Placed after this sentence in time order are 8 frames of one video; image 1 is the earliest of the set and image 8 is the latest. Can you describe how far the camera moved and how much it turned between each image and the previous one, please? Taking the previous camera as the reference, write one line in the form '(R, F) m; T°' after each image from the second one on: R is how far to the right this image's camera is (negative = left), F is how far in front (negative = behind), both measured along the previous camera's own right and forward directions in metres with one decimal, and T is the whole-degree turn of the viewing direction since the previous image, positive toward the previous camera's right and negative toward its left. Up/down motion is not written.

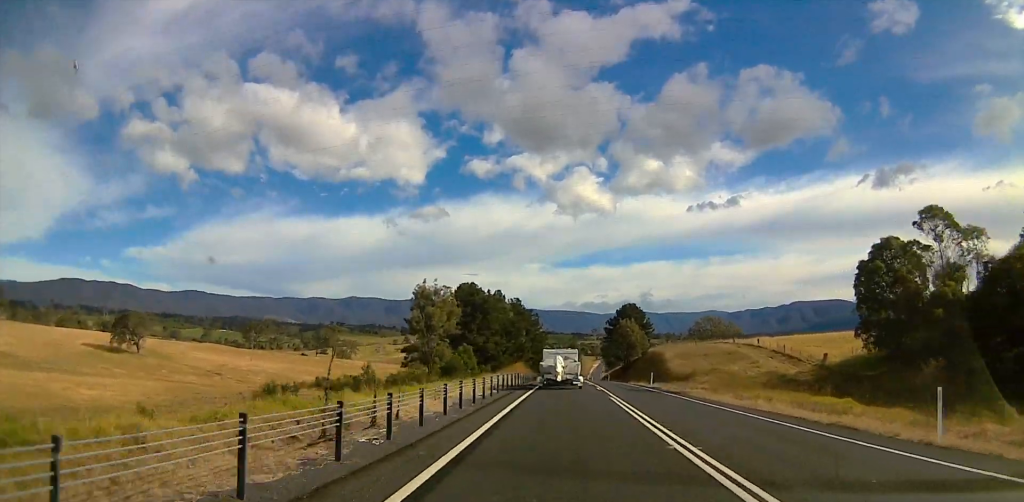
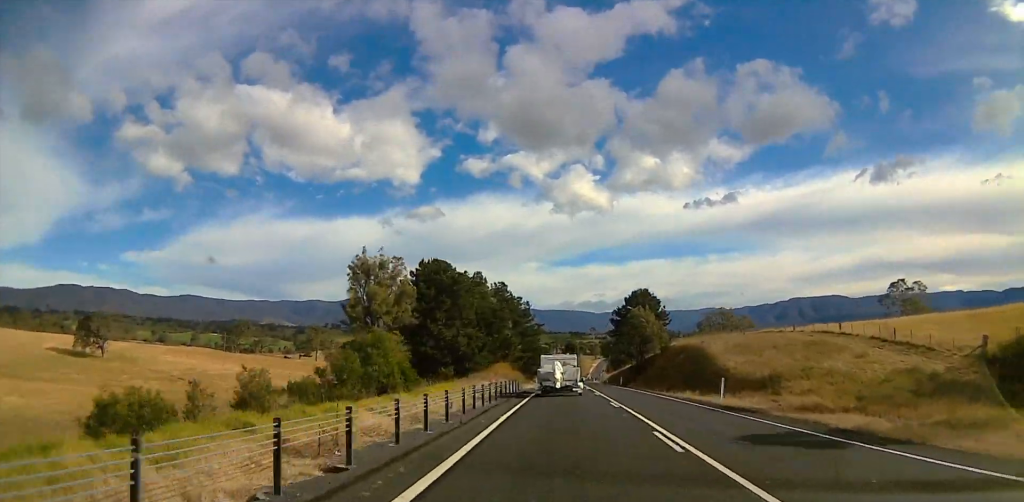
(+0.9, +23.9) m; +2°
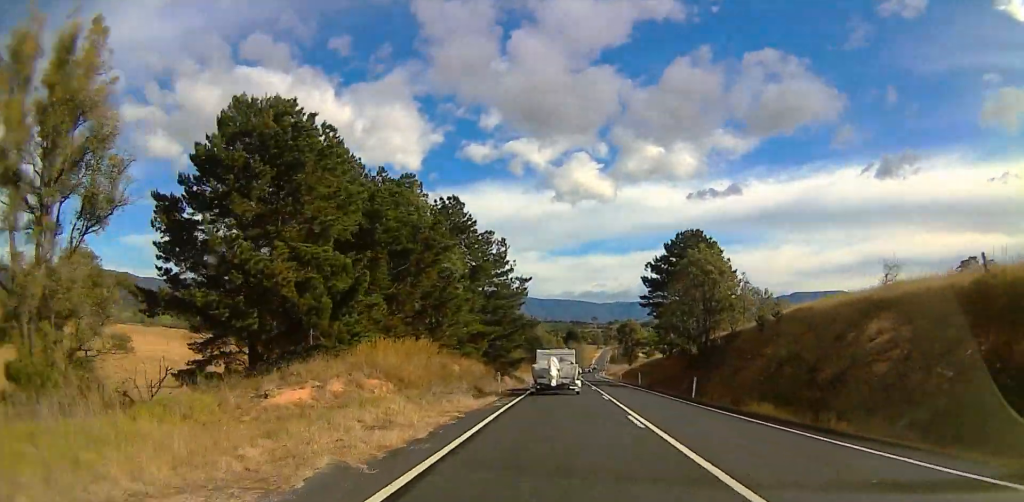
(+0.6, +42.9) m; +1°
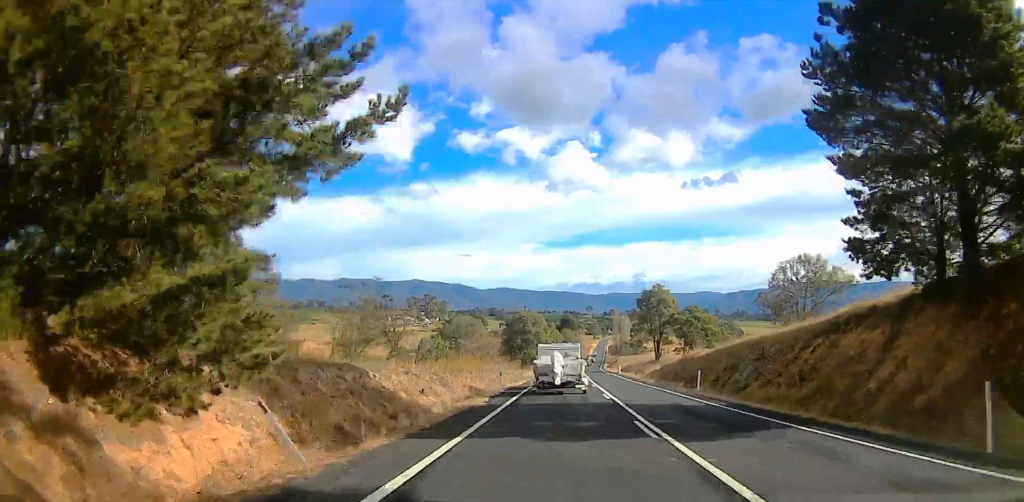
(-0.6, +48.6) m; -1°
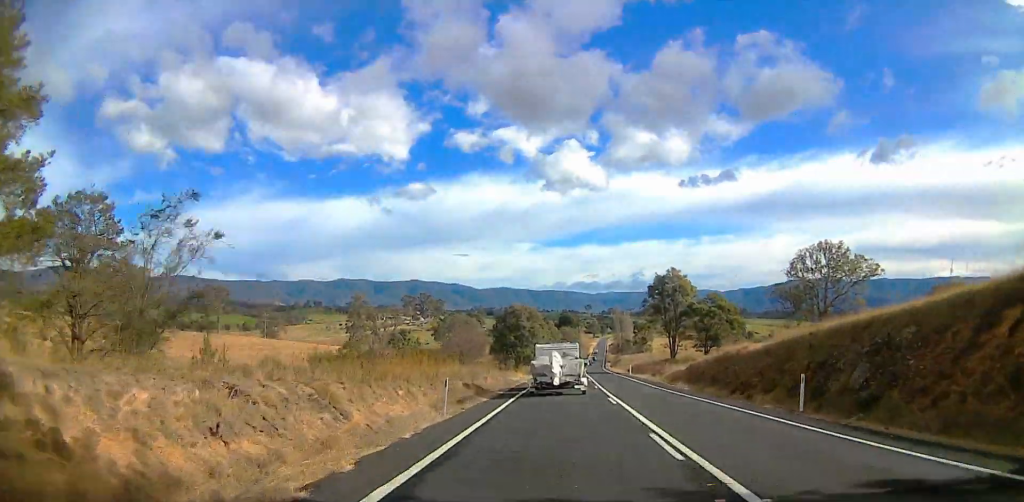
(0.0, +14.8) m; 0°
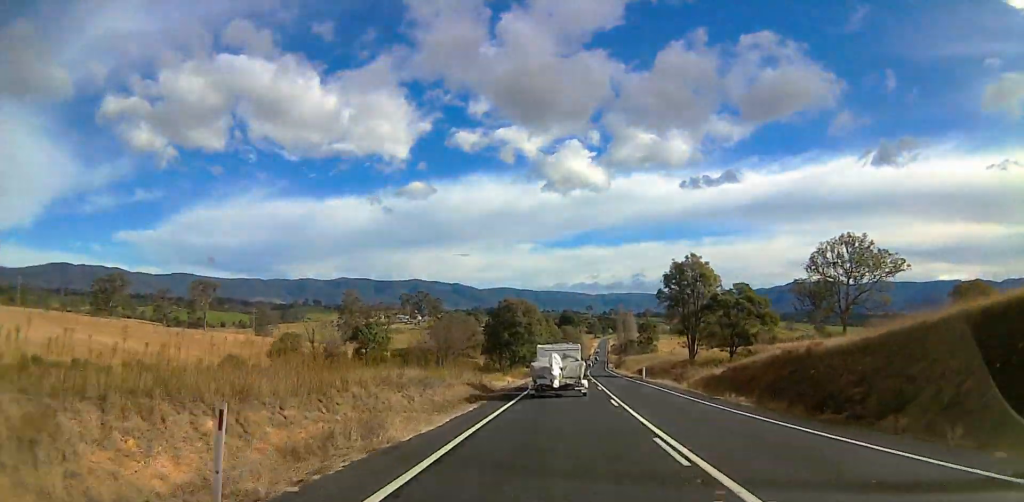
(0.0, +12.1) m; 0°
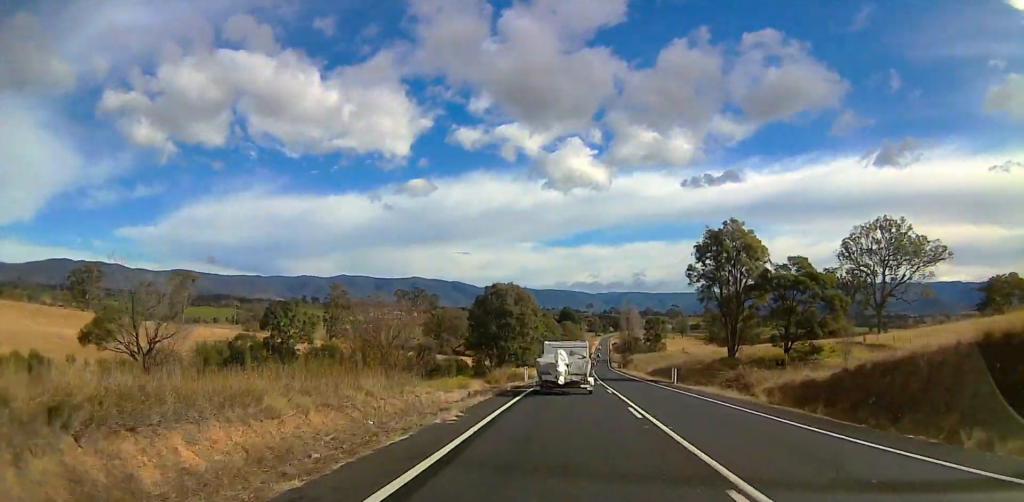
(0.0, +17.2) m; 0°
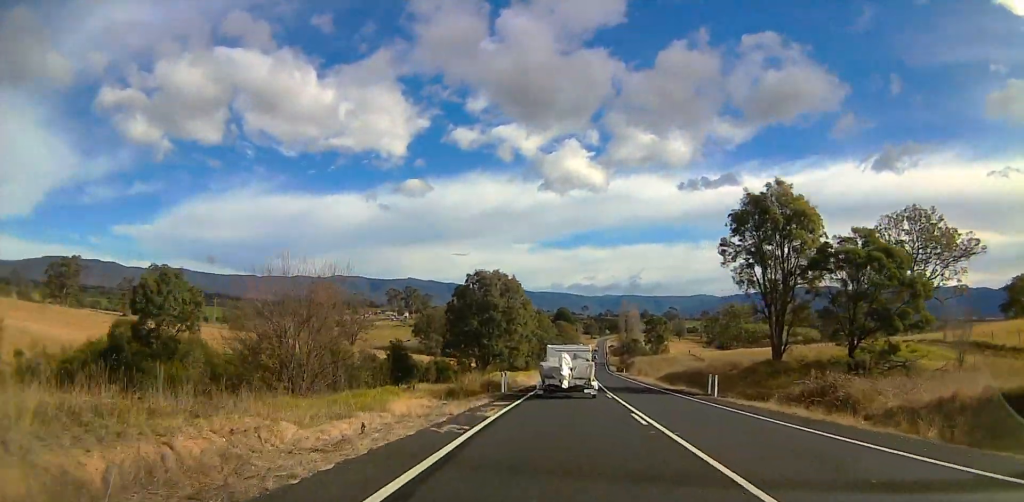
(+0.1, +12.8) m; 0°
